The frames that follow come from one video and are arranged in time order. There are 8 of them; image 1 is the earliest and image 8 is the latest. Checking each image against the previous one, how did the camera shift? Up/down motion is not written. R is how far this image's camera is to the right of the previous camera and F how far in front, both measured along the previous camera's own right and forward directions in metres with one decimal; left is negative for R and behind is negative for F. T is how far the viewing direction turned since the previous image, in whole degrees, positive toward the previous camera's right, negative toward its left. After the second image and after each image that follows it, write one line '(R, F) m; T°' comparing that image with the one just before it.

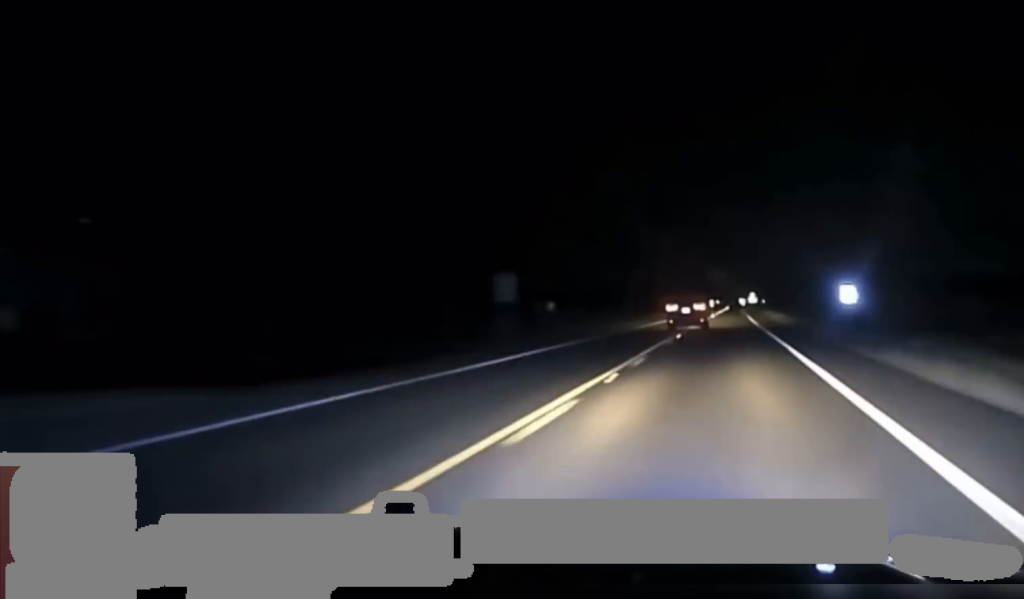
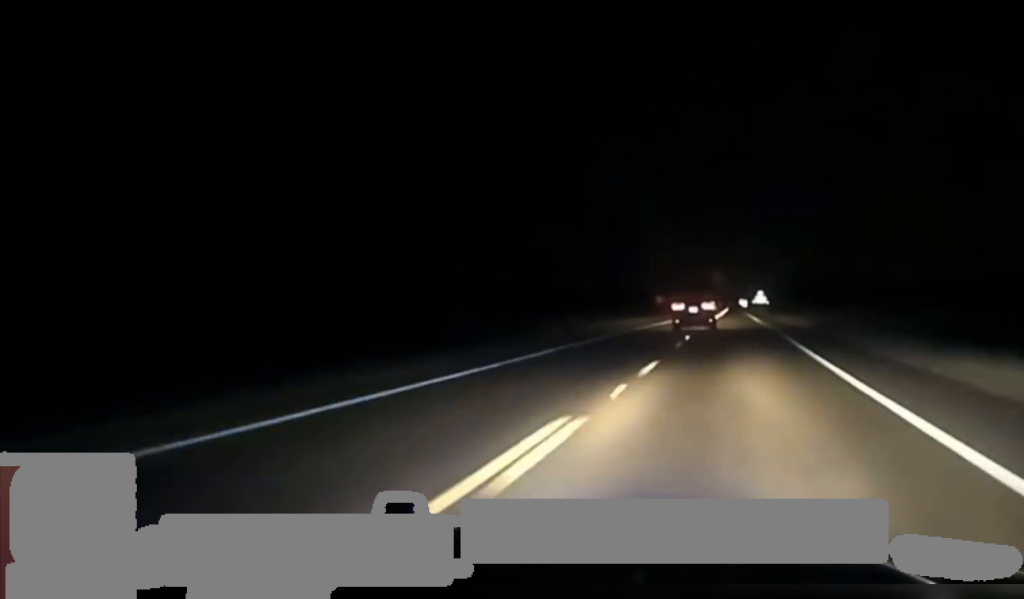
(-0.1, +74.8) m; 0°
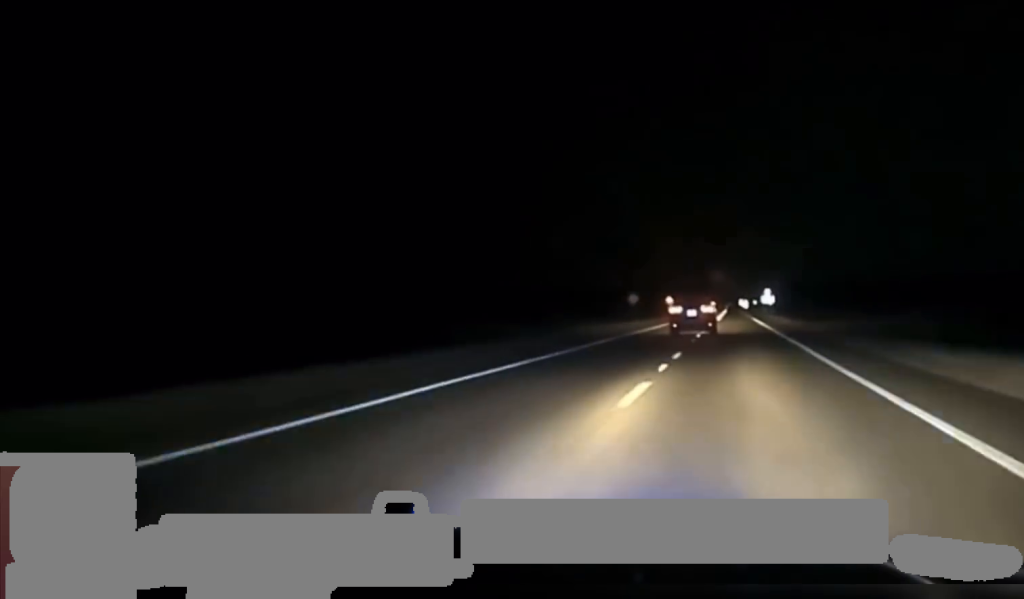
(+0.2, +40.7) m; 0°
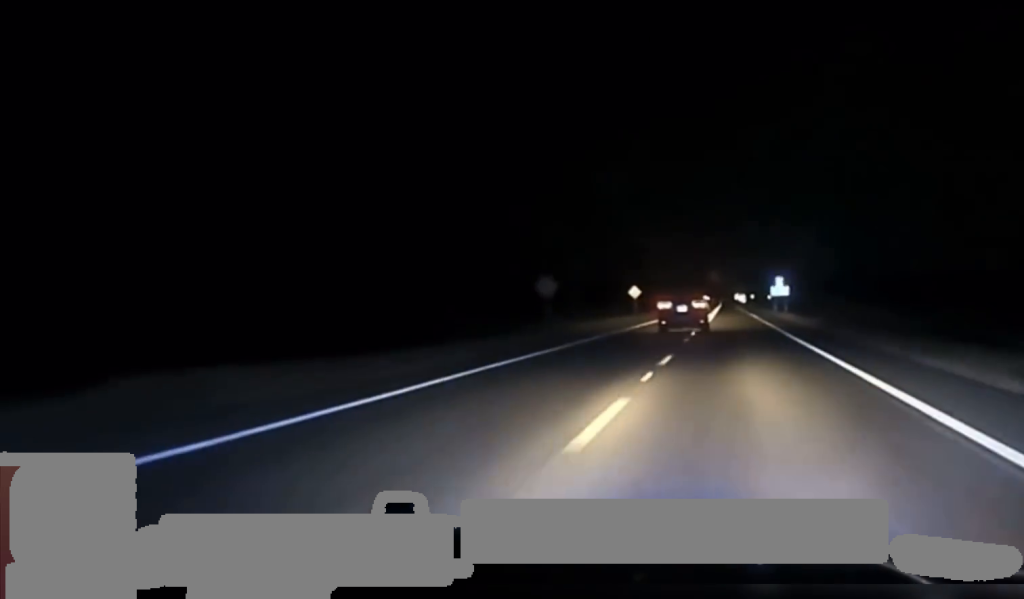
(-0.1, +50.2) m; 0°
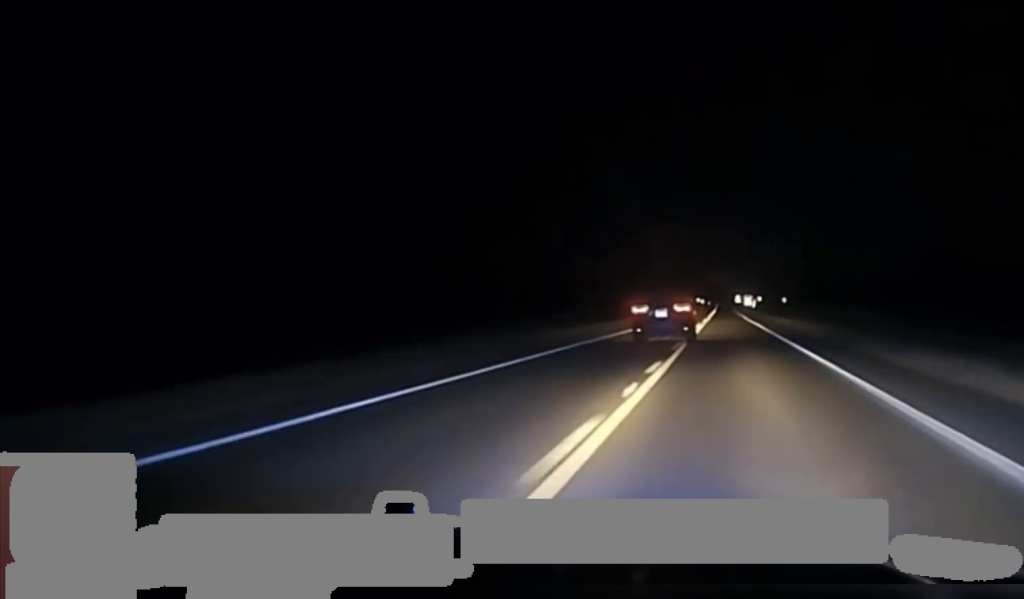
(+0.1, +110.9) m; 0°
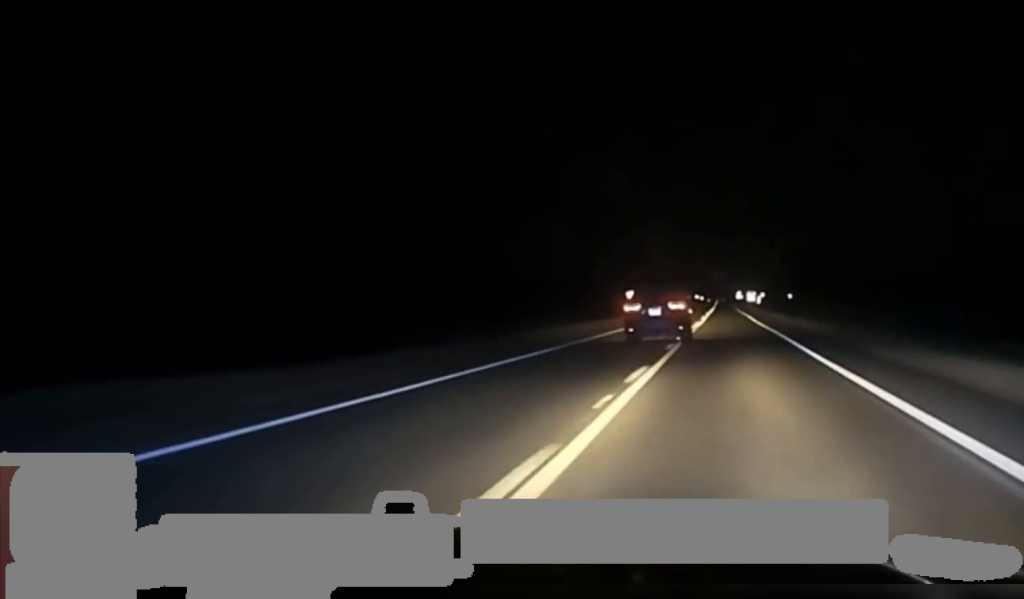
(0.0, +25.1) m; 0°
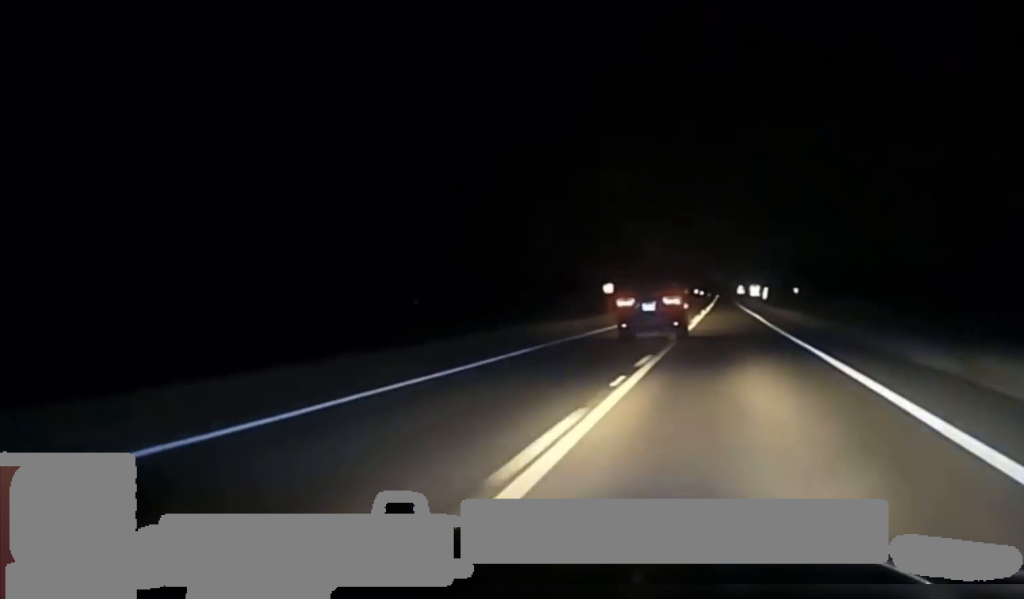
(0.0, +22.3) m; 0°
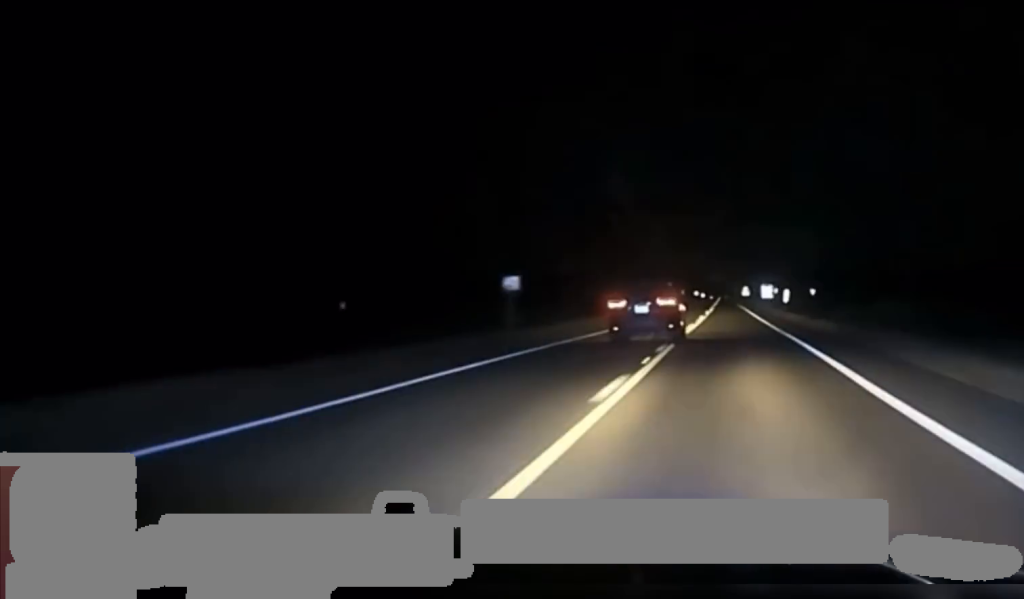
(0.0, +43.0) m; 0°
